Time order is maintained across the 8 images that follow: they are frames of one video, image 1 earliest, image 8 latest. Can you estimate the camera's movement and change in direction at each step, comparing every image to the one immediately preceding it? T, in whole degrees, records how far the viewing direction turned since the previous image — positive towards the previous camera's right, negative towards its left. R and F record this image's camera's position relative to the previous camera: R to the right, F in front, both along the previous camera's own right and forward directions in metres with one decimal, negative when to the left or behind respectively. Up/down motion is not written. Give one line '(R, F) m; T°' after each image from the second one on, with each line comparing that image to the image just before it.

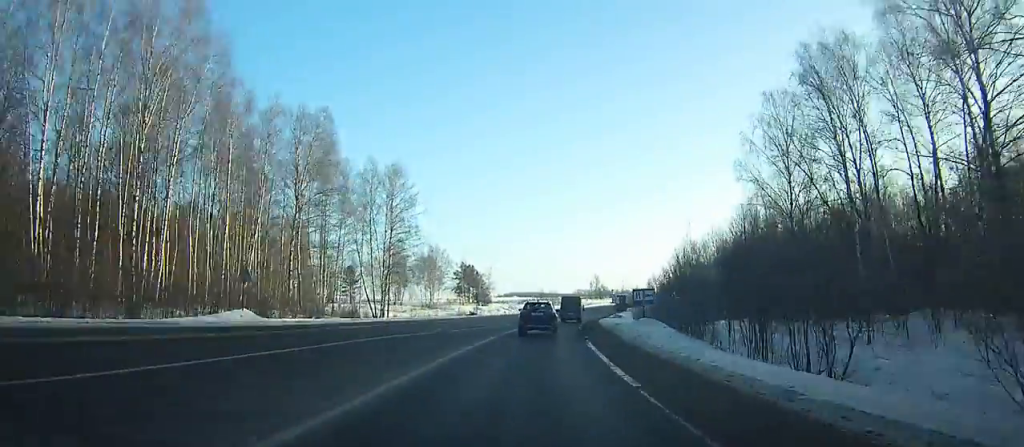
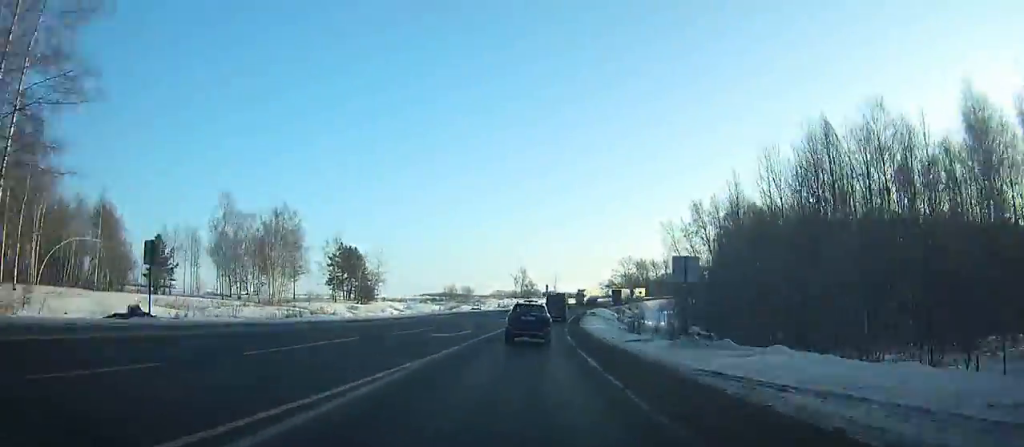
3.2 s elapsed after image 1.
(+3.8, +60.5) m; +7°
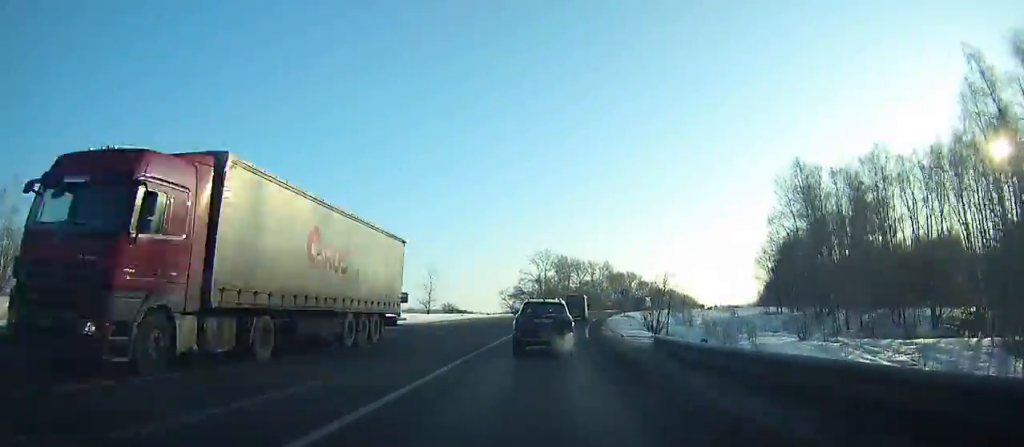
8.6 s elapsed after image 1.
(+10.7, +98.9) m; +13°
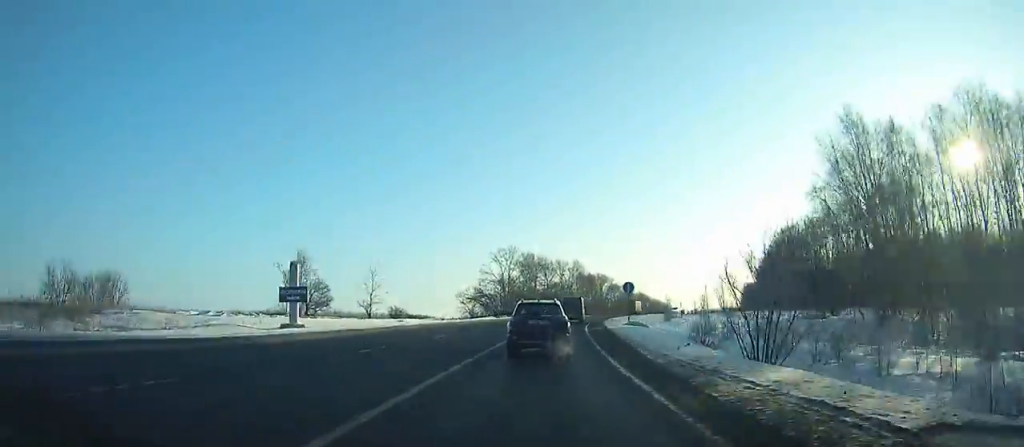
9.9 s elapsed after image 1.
(+1.0, +23.2) m; +3°
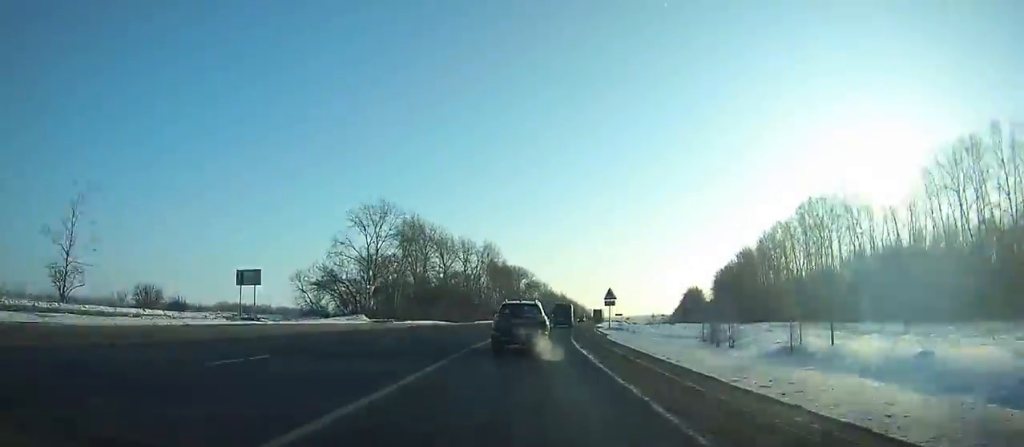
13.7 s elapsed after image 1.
(+5.5, +66.7) m; +8°
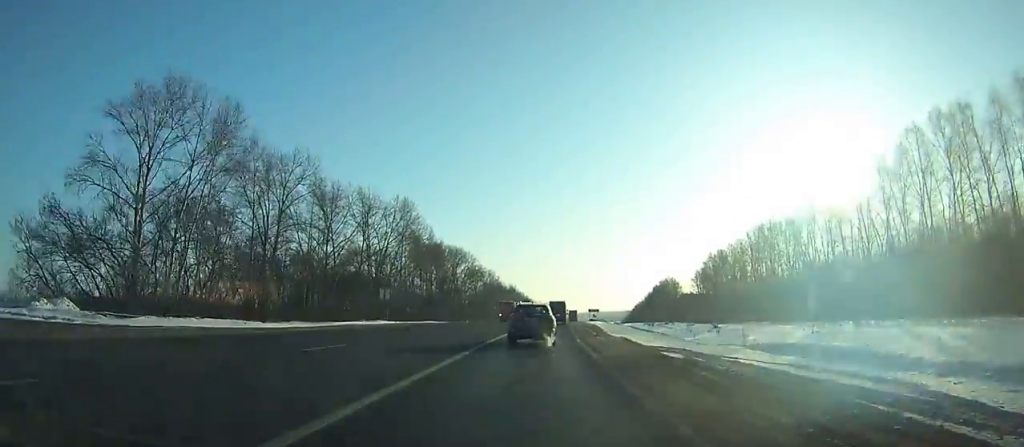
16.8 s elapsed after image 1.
(+2.8, +54.2) m; +5°
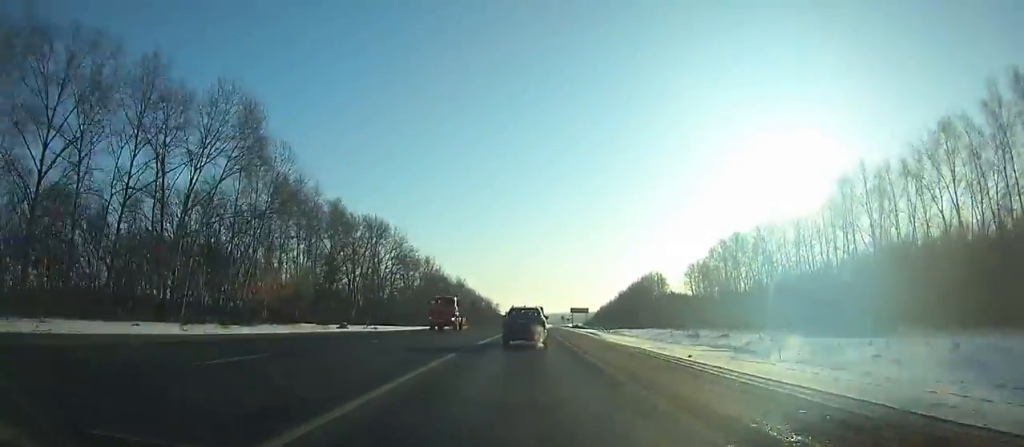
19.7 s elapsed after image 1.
(+2.0, +51.3) m; +4°
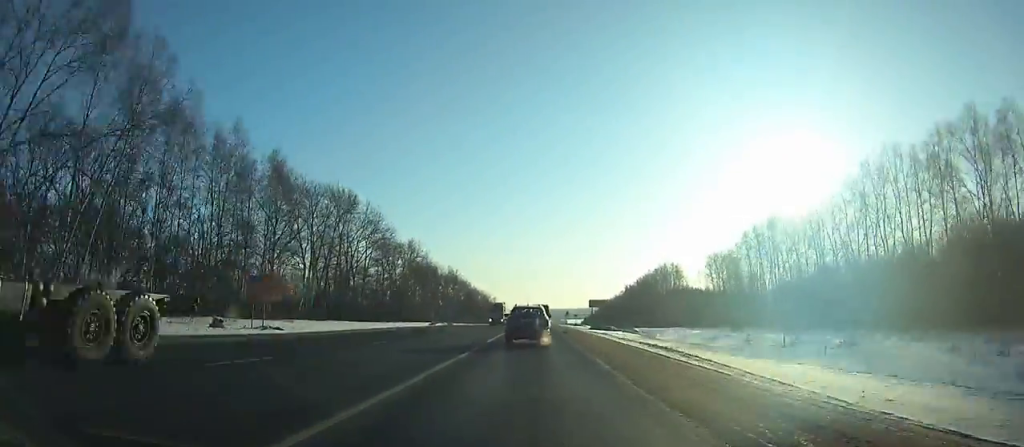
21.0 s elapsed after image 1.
(+0.2, +23.1) m; +1°
